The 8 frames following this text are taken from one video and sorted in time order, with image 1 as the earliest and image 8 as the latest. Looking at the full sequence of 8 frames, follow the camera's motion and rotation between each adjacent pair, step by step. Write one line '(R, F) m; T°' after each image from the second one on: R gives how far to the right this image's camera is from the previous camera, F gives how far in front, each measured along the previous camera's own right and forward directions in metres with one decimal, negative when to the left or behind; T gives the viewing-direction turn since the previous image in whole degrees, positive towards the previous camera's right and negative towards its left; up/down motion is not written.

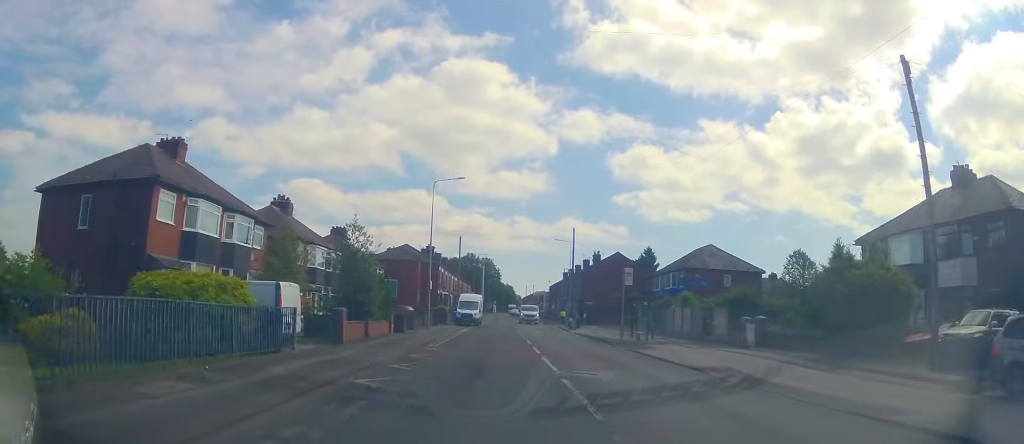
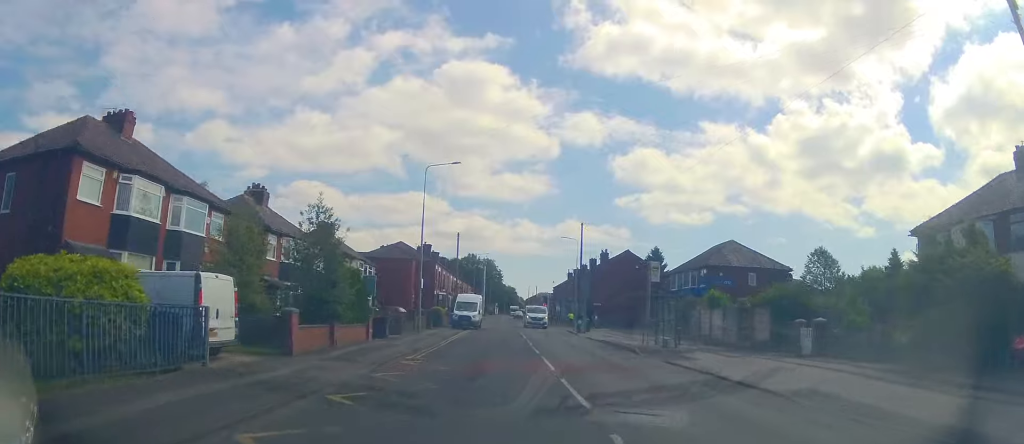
(0.0, +4.7) m; -2°
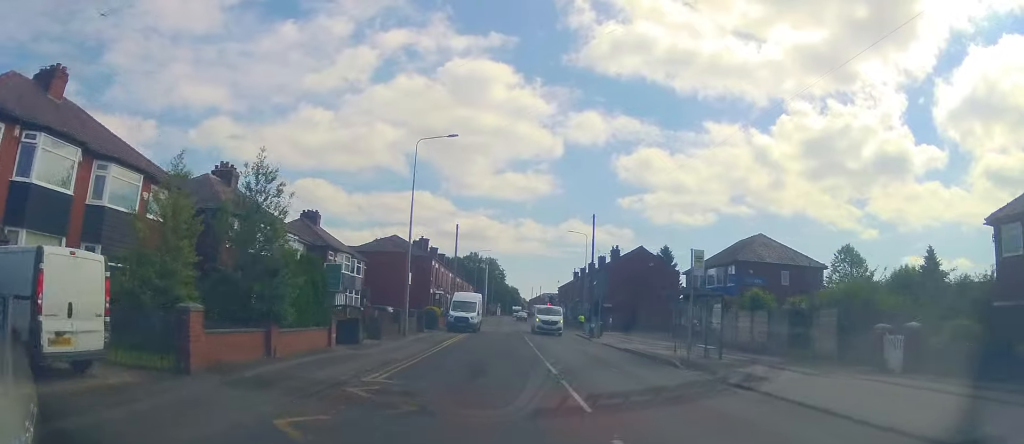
(+0.1, +5.1) m; -1°
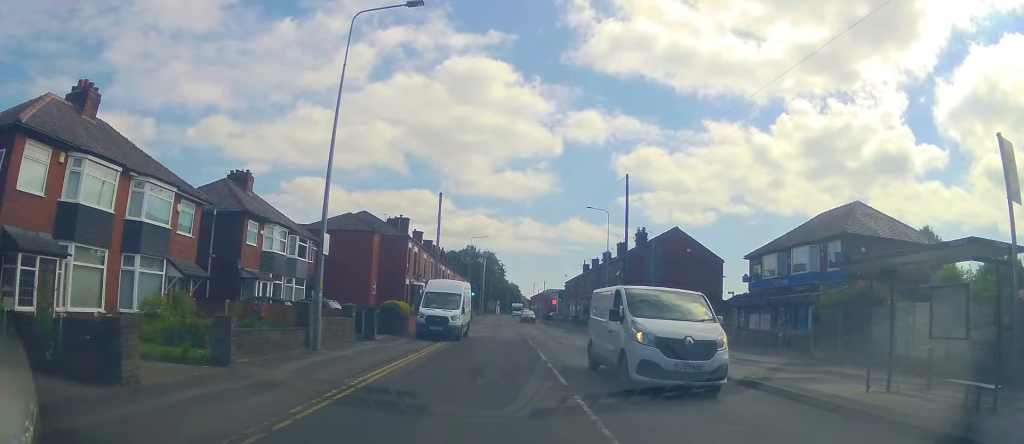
(-0.2, +13.2) m; +3°
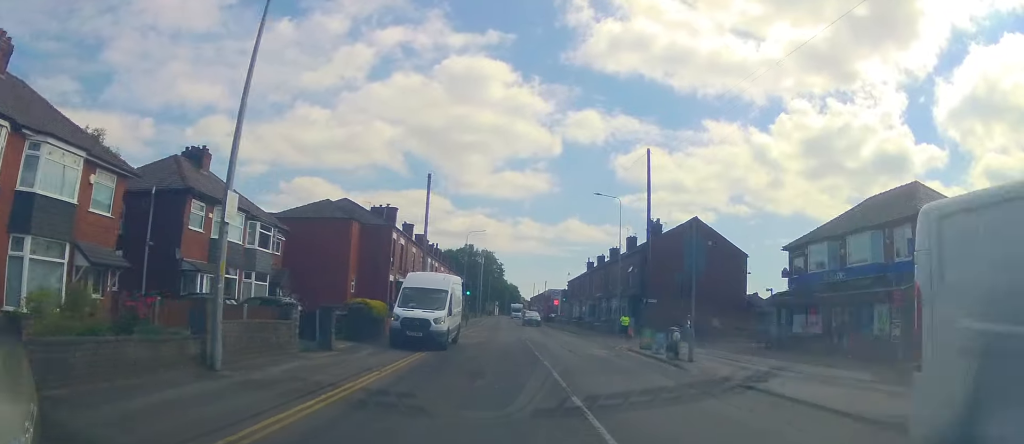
(+0.5, +5.6) m; +1°
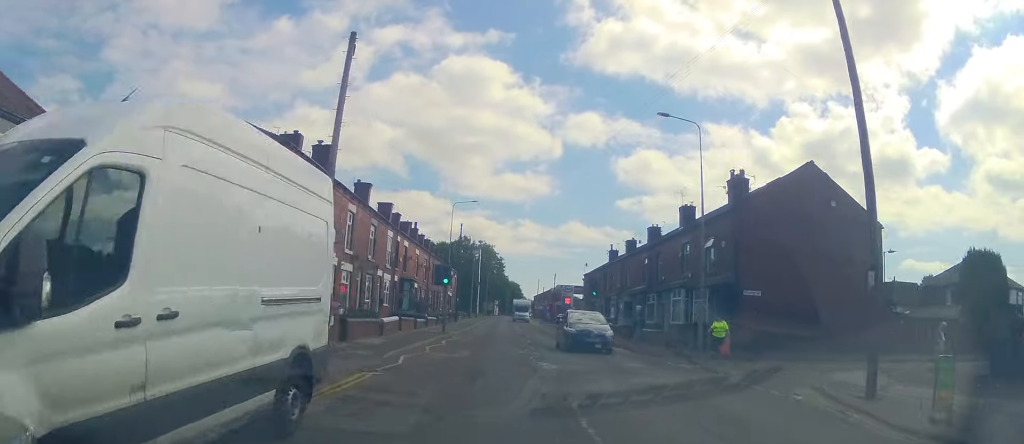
(-0.5, +17.8) m; -2°
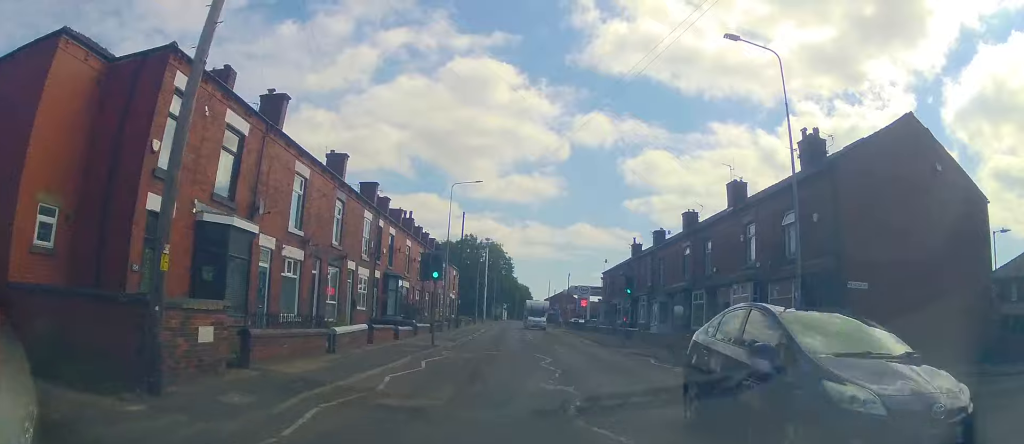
(0.0, +7.6) m; -1°
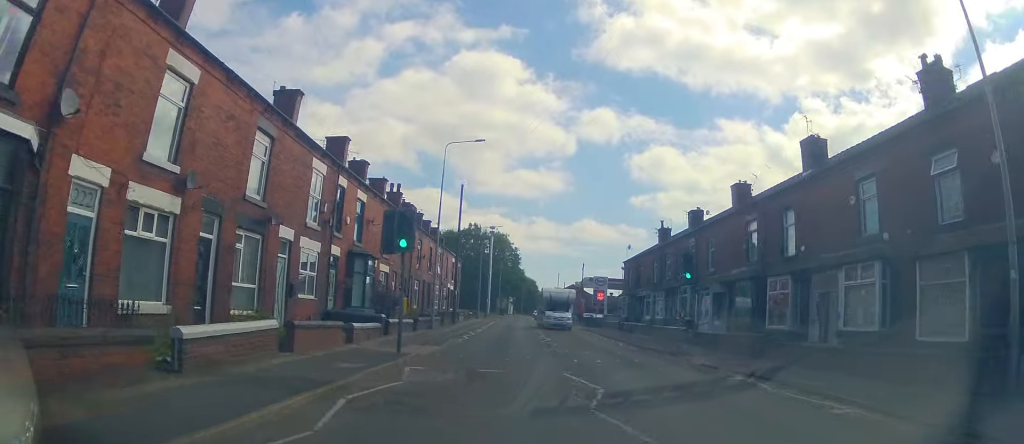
(-0.1, +8.3) m; -1°
